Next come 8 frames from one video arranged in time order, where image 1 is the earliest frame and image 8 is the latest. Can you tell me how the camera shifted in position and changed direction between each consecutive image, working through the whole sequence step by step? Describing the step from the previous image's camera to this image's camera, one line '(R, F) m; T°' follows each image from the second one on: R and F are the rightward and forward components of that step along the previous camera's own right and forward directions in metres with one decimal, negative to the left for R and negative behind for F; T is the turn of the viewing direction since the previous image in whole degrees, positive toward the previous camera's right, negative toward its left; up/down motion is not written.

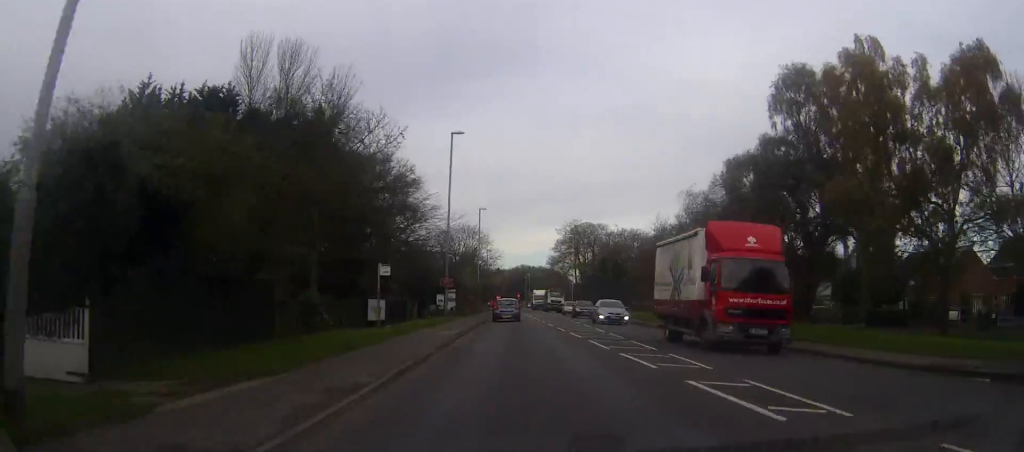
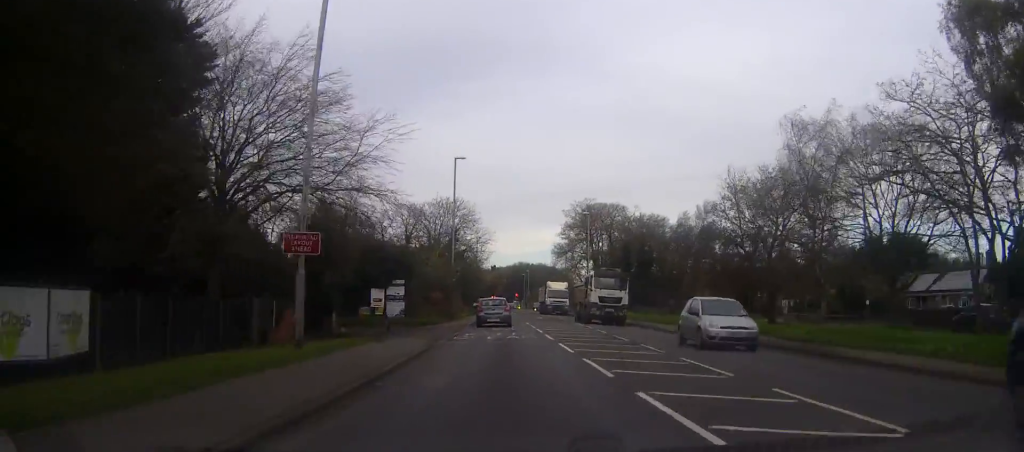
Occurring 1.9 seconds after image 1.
(+0.1, +31.9) m; 0°
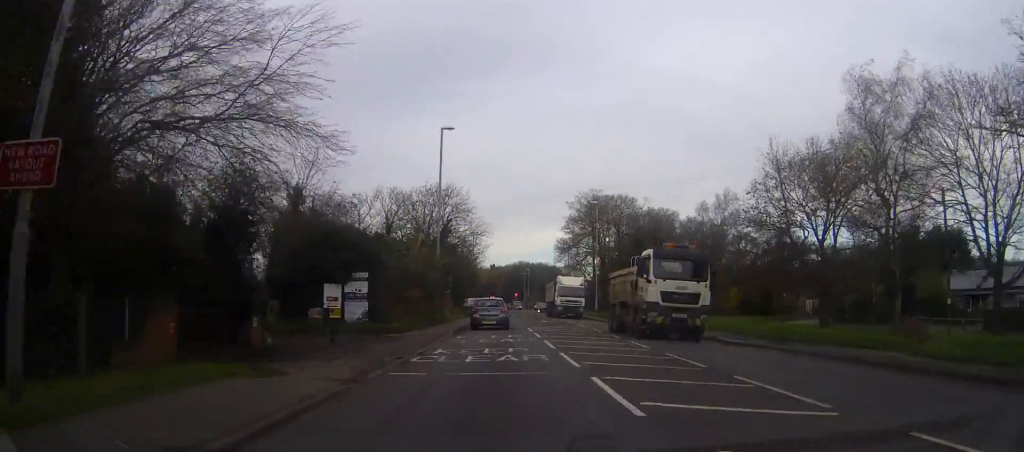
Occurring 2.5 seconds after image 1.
(0.0, +10.2) m; 0°
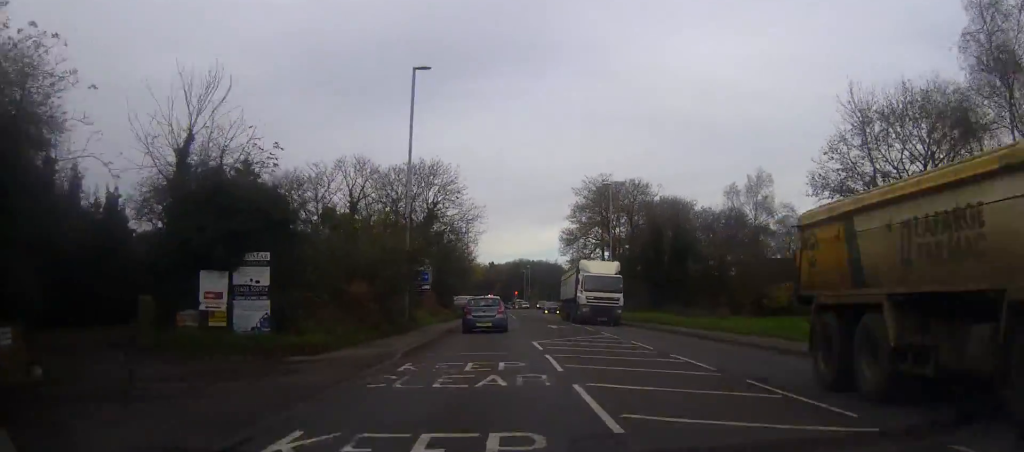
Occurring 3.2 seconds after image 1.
(-0.1, +12.8) m; 0°
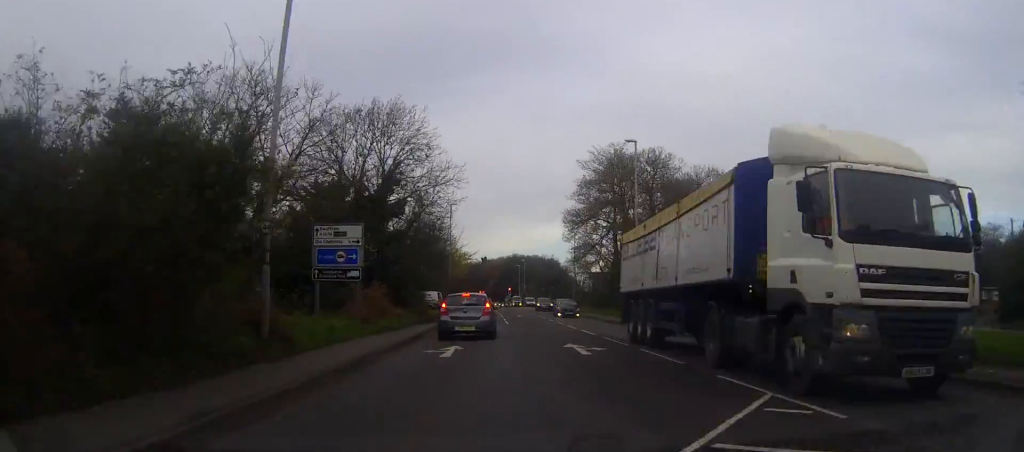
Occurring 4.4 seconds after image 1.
(+0.1, +18.7) m; +1°
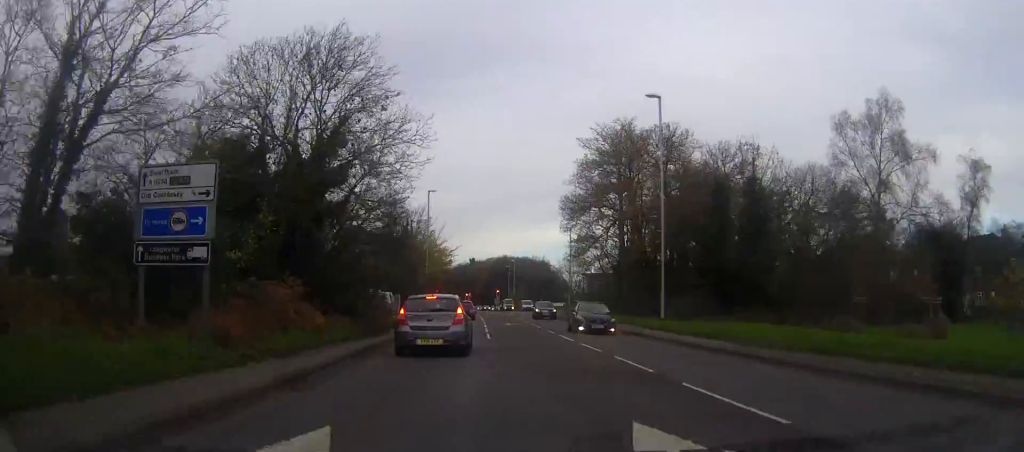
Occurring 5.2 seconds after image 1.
(+0.1, +12.9) m; +1°
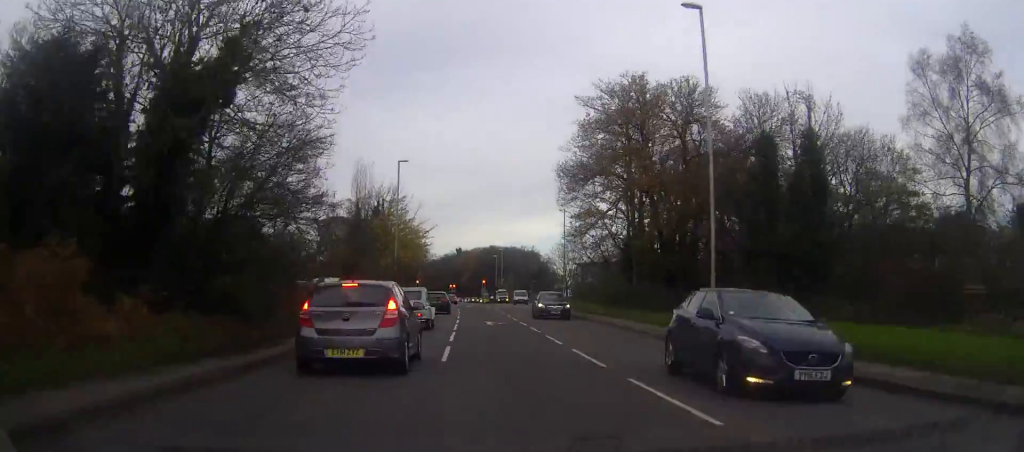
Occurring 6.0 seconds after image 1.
(+0.1, +12.6) m; 0°
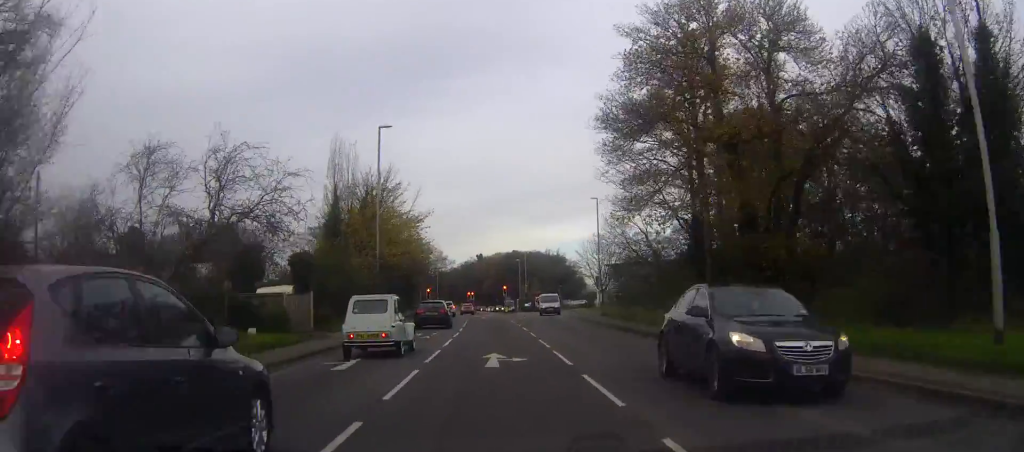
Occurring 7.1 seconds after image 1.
(-0.1, +16.8) m; -1°
